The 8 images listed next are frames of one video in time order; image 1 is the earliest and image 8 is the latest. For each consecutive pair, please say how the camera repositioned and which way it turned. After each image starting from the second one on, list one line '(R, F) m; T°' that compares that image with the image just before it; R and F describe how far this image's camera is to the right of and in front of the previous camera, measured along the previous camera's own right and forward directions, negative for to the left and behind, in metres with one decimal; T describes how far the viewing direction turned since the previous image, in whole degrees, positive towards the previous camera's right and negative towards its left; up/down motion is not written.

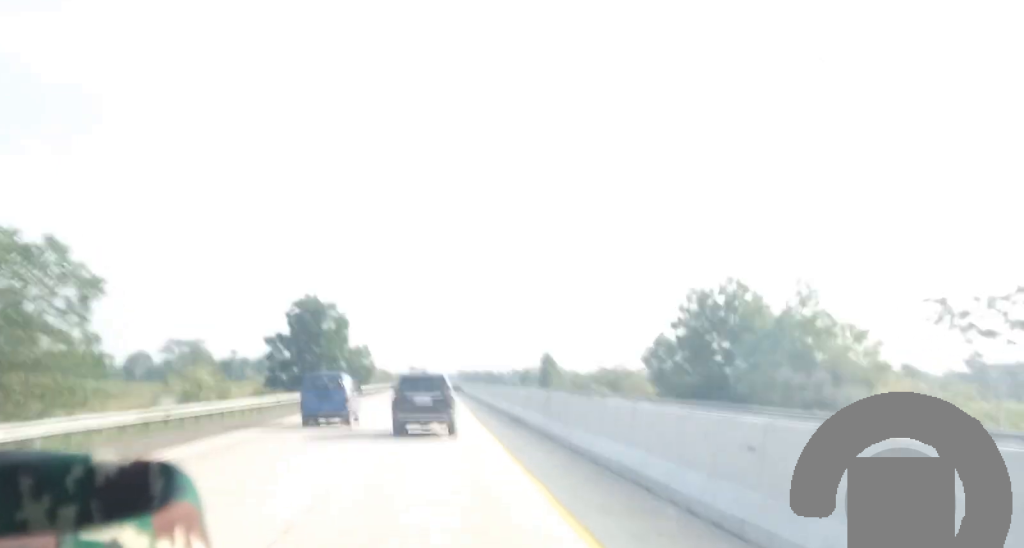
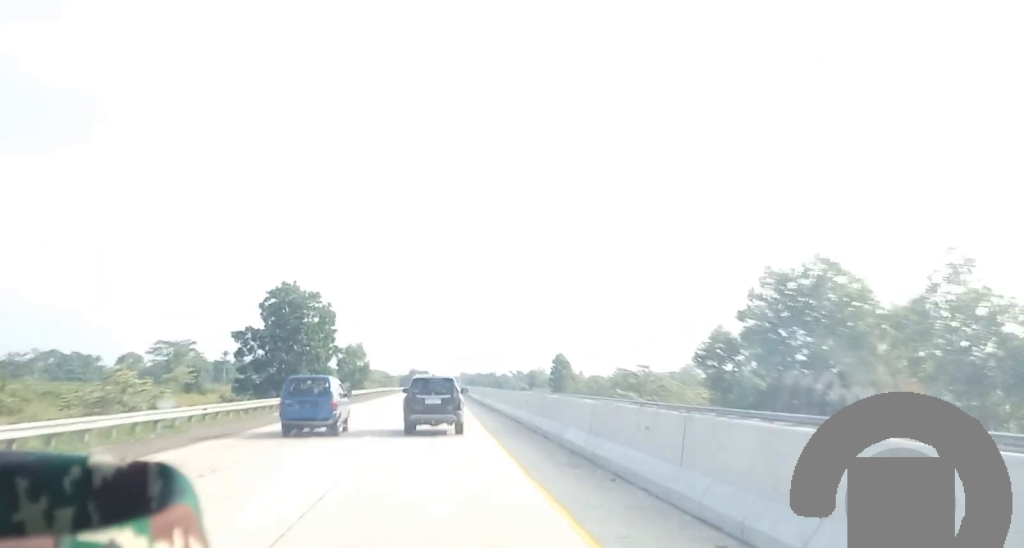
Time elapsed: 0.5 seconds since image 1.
(0.0, +15.0) m; 0°
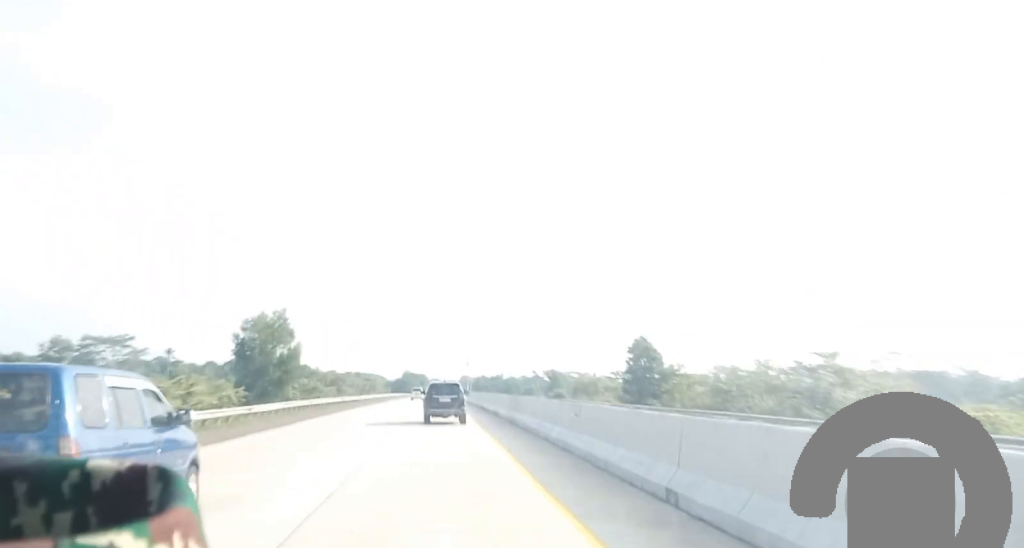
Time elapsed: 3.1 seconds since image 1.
(+1.1, +73.1) m; +1°
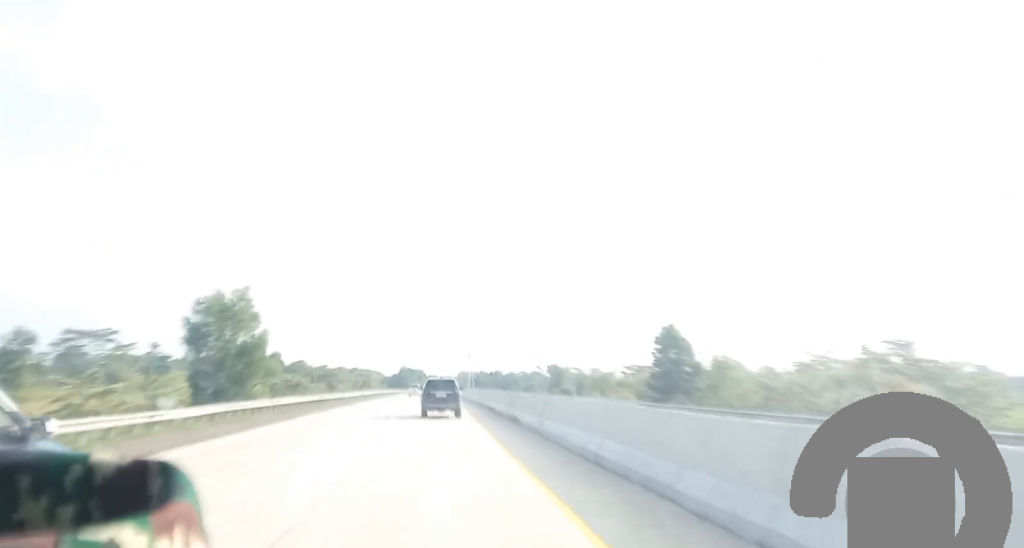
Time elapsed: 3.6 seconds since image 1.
(0.0, +13.5) m; 0°
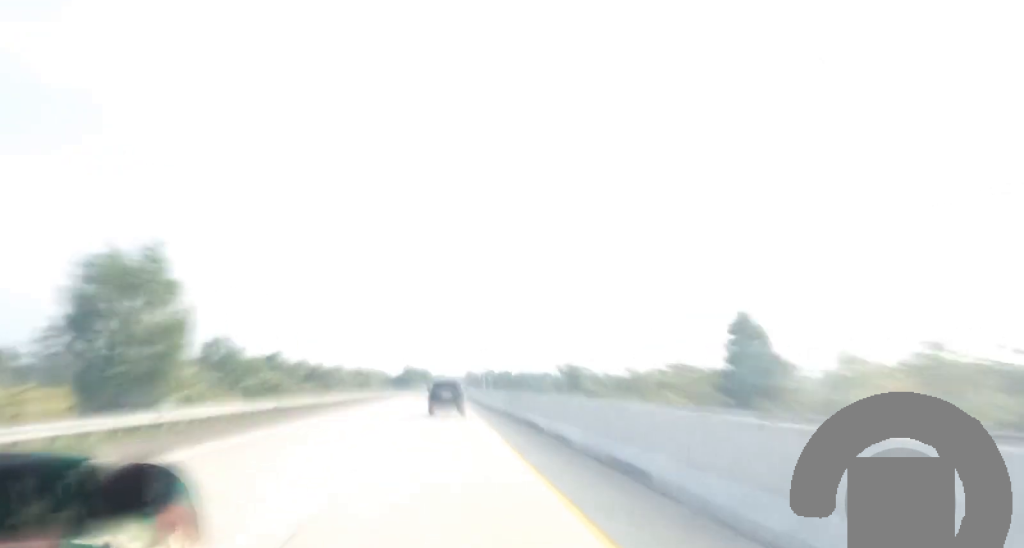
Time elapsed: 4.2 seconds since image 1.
(-0.1, +19.3) m; -1°
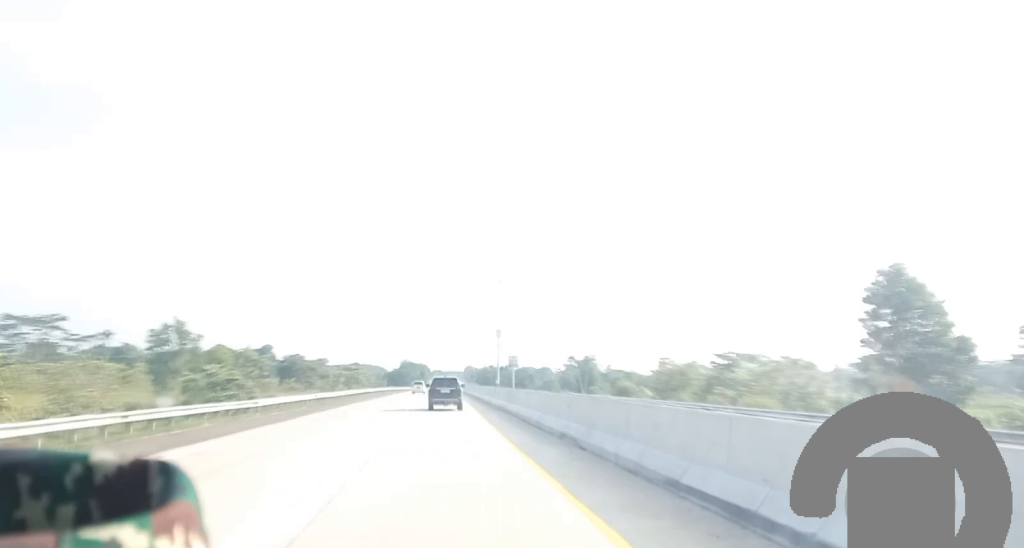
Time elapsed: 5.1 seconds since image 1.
(-0.3, +25.1) m; 0°
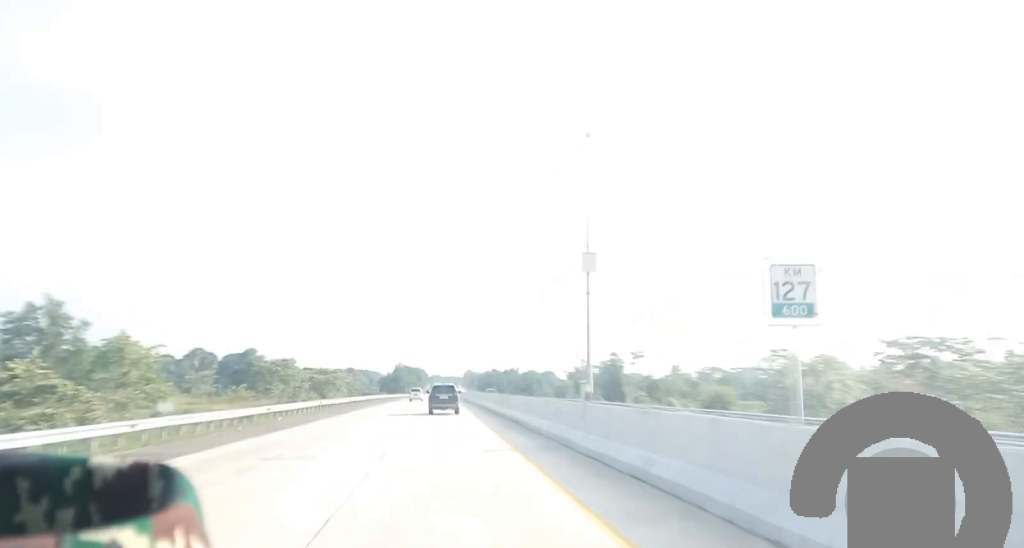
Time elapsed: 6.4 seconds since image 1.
(+0.4, +37.9) m; +1°
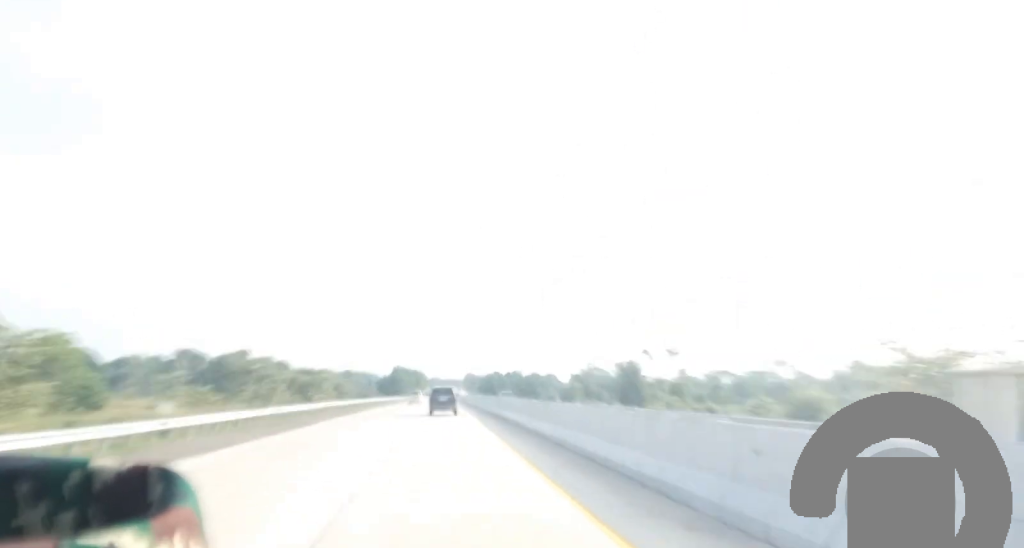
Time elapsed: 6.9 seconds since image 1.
(0.0, +15.6) m; 0°
